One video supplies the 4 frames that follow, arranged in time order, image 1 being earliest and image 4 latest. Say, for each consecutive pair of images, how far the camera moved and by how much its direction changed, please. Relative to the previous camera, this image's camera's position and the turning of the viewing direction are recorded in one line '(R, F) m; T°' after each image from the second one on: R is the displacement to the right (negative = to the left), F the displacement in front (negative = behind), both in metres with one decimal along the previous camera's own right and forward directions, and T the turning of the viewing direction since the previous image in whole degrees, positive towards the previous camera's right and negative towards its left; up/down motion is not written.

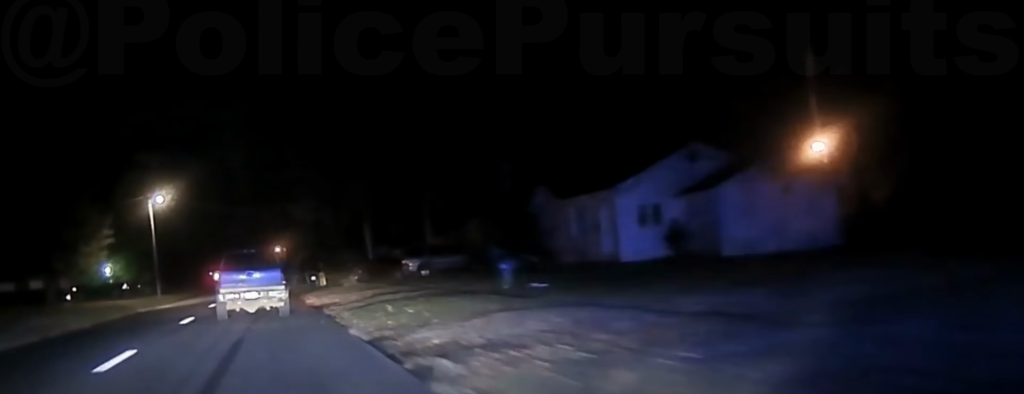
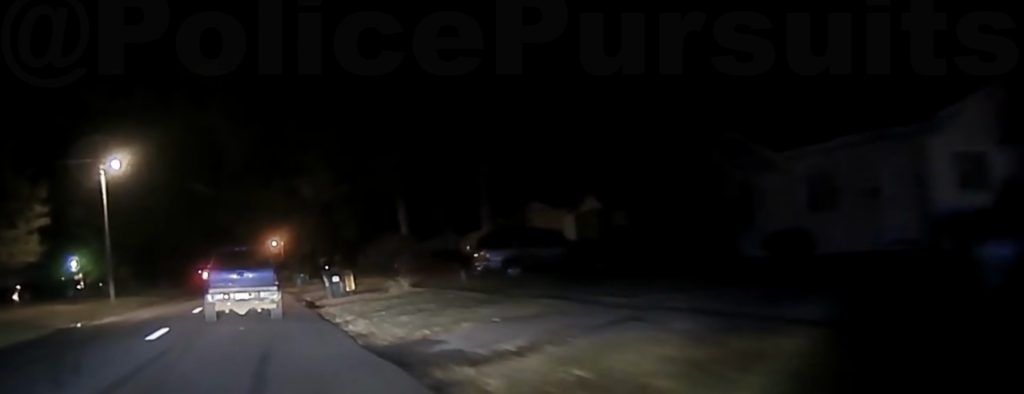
(0.0, +19.6) m; 0°
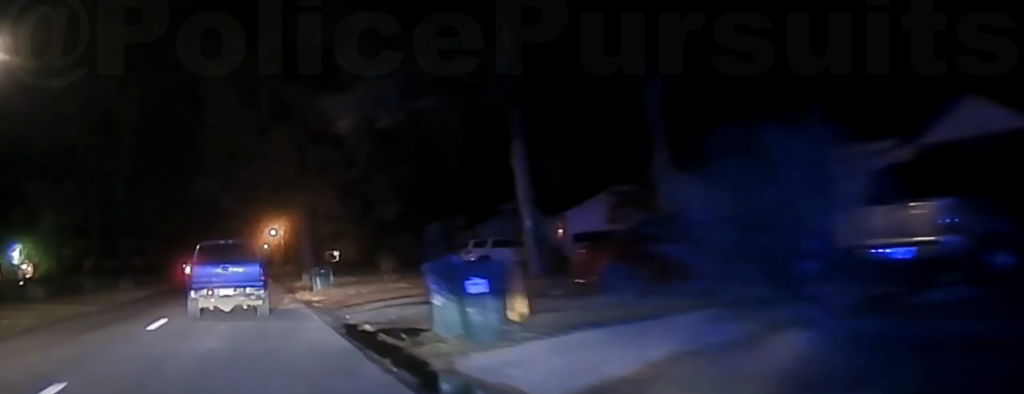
(+0.1, +23.2) m; +2°
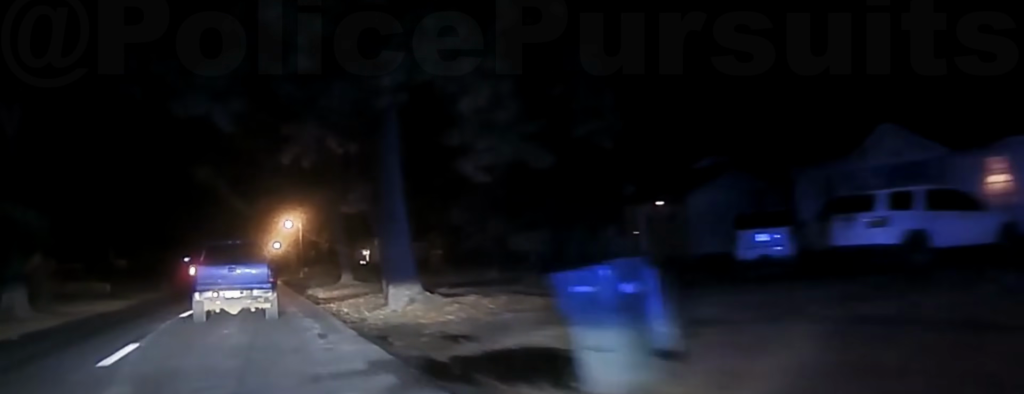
(0.0, +29.4) m; -1°
